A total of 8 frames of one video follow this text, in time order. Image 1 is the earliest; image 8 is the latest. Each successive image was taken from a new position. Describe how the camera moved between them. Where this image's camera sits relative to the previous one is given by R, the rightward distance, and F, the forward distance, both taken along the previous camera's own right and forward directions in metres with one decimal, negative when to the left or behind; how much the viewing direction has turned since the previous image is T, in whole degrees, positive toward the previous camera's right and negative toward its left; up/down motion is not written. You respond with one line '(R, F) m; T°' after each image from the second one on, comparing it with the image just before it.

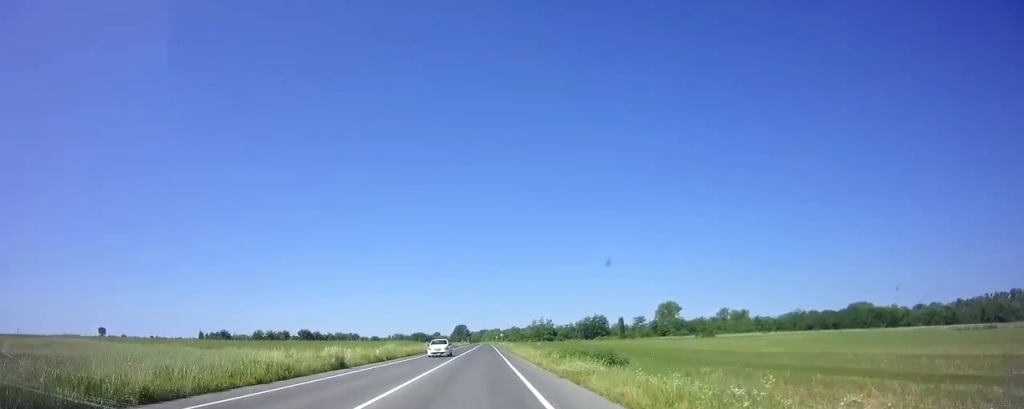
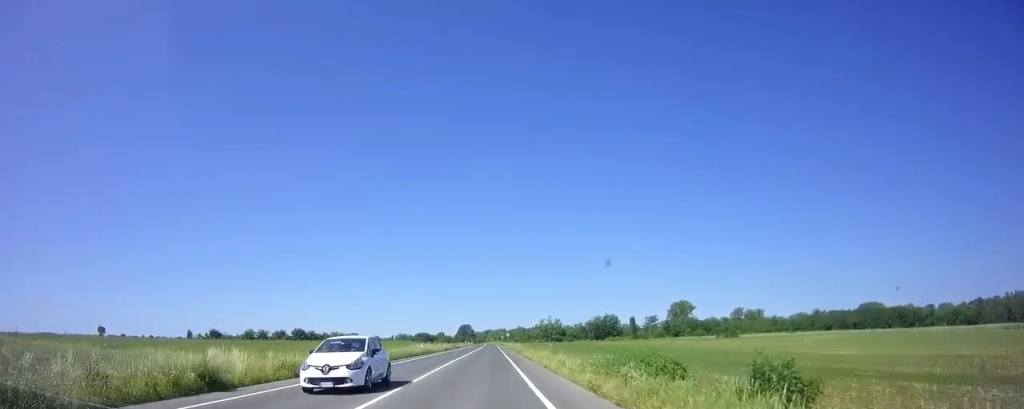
(-0.1, +12.9) m; -1°
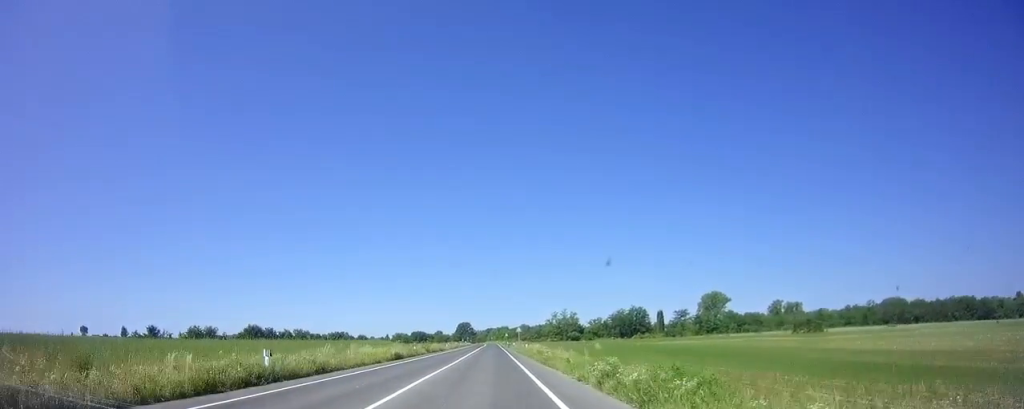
(-0.2, +43.1) m; +1°
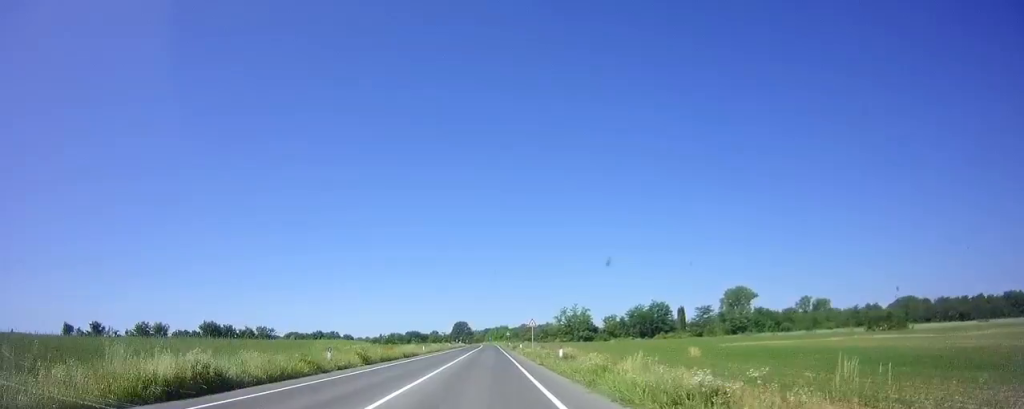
(+0.2, +27.2) m; +1°
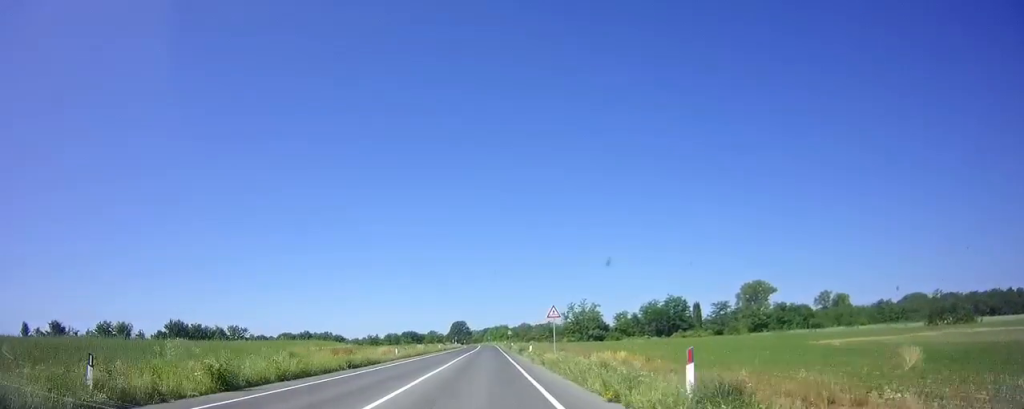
(+0.3, +17.2) m; 0°
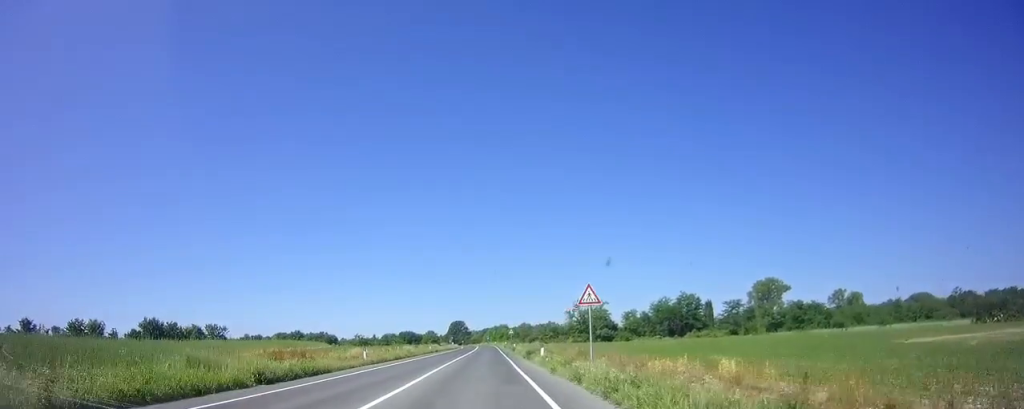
(-0.1, +10.7) m; -1°
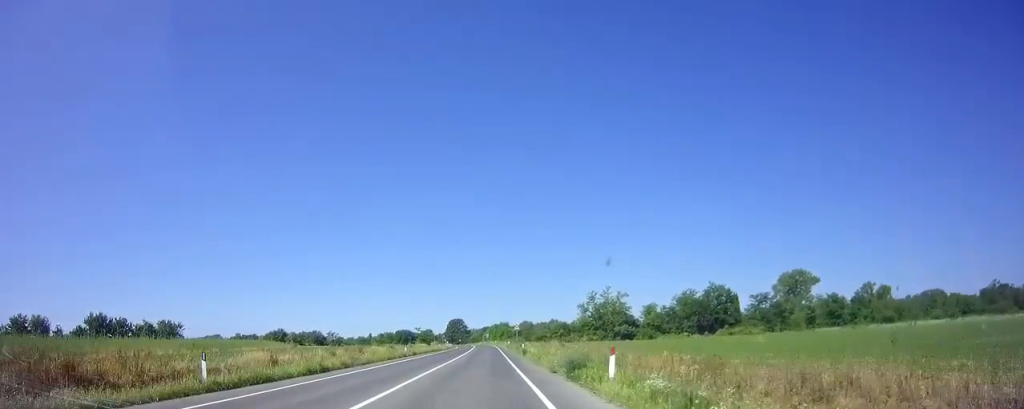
(-0.2, +19.2) m; -1°
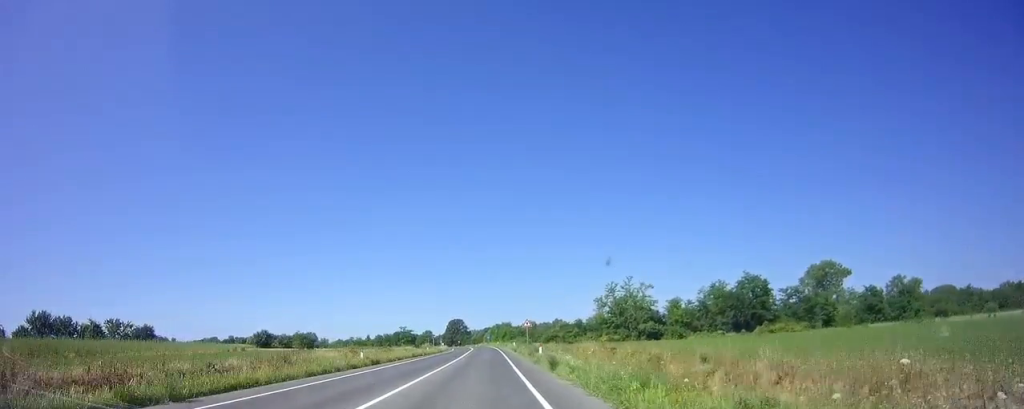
(0.0, +17.0) m; 0°
